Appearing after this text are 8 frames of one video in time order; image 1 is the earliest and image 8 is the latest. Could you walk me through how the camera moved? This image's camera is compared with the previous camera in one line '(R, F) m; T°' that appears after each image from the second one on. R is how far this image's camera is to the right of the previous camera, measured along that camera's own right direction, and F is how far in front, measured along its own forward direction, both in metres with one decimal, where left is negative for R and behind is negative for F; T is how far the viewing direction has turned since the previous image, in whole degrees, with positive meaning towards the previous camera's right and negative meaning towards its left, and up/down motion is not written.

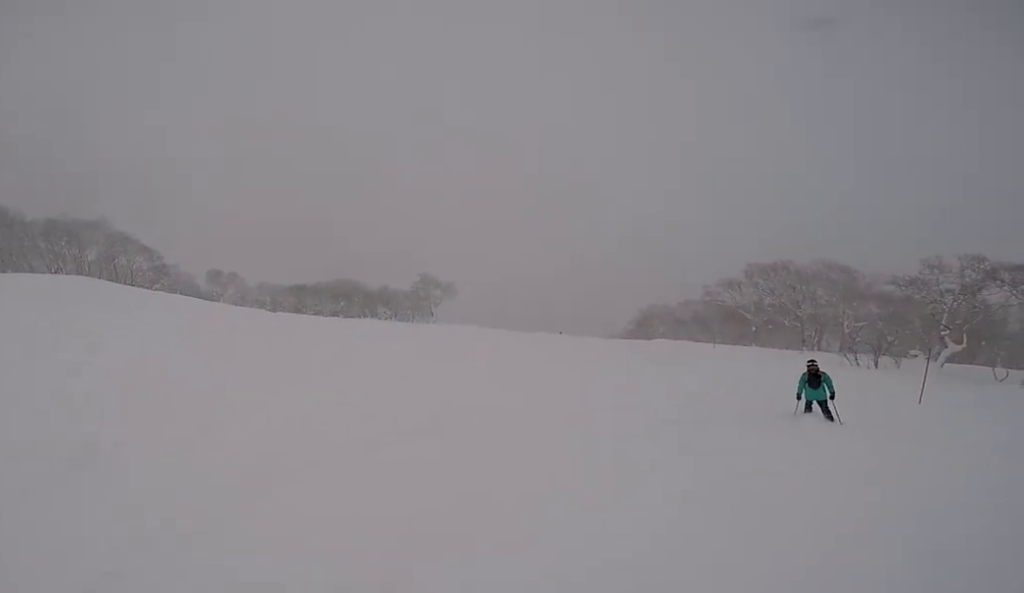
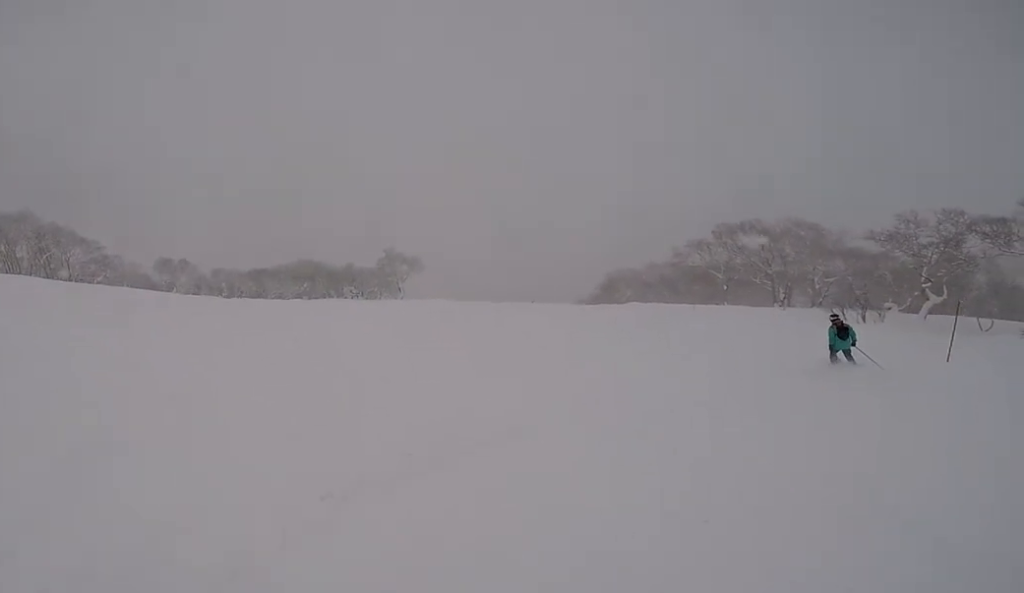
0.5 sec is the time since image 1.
(-0.6, +2.3) m; +7°
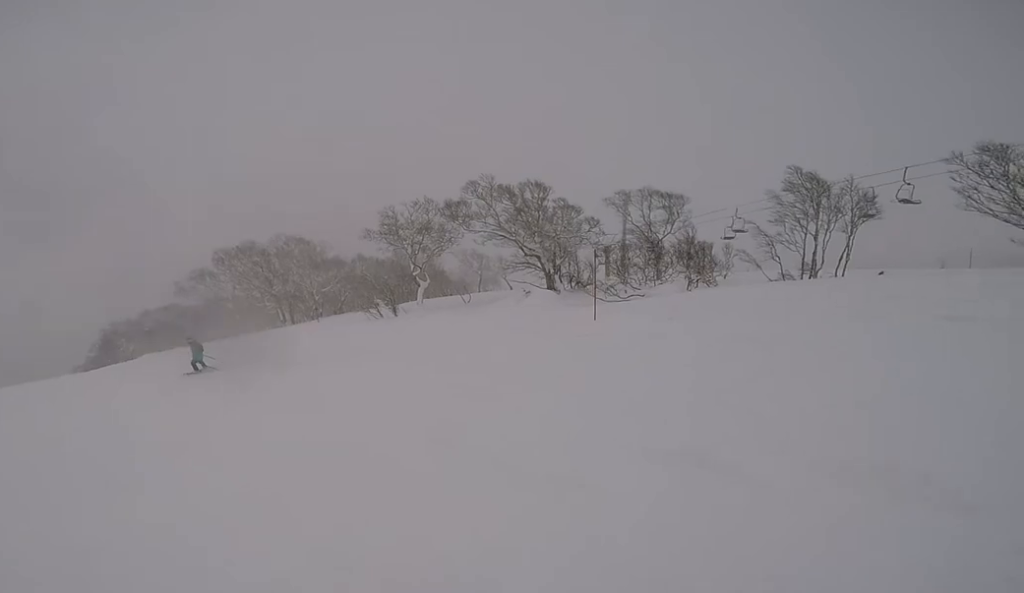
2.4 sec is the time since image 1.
(+1.5, +9.2) m; +12°
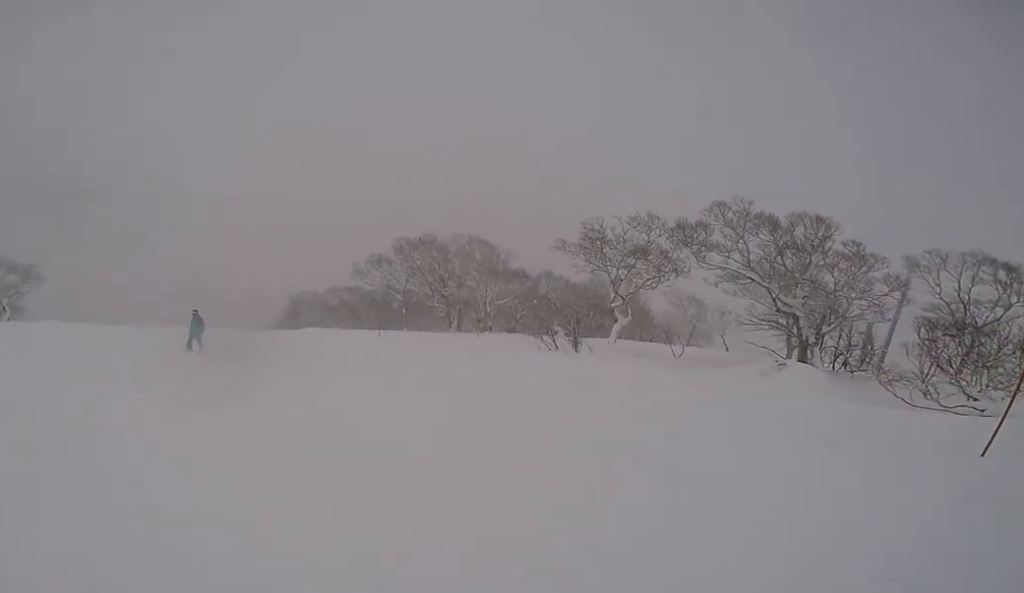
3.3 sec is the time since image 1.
(+0.8, +4.6) m; +1°
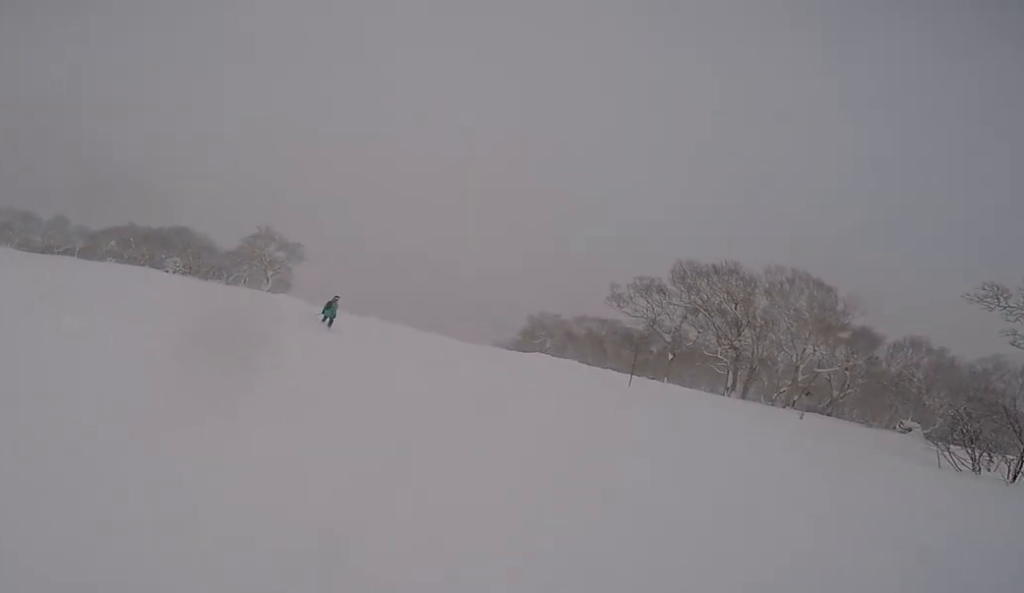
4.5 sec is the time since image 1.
(-0.8, +6.2) m; -24°
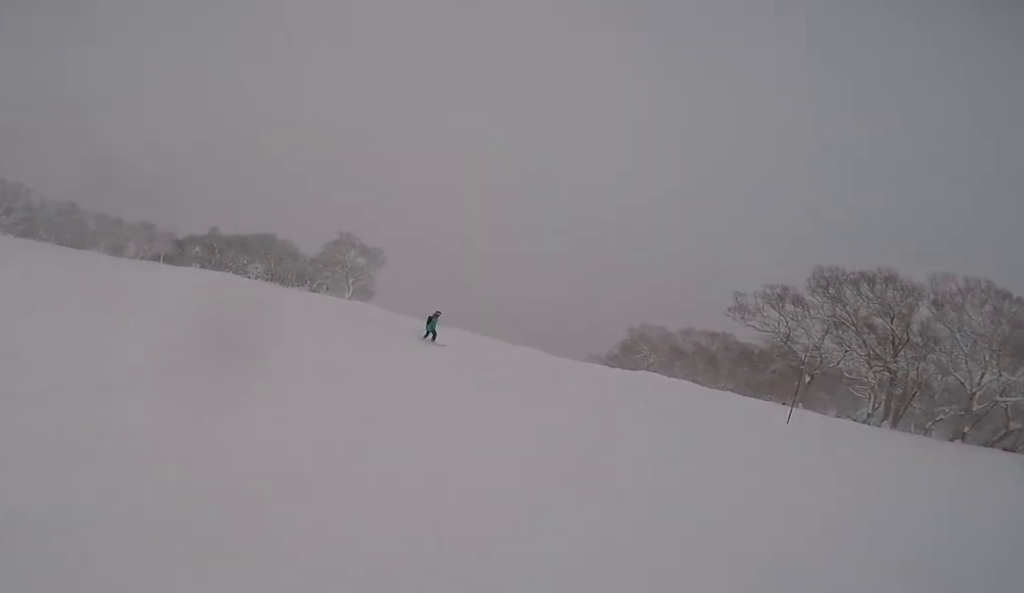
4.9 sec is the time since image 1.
(-0.4, +2.5) m; -10°
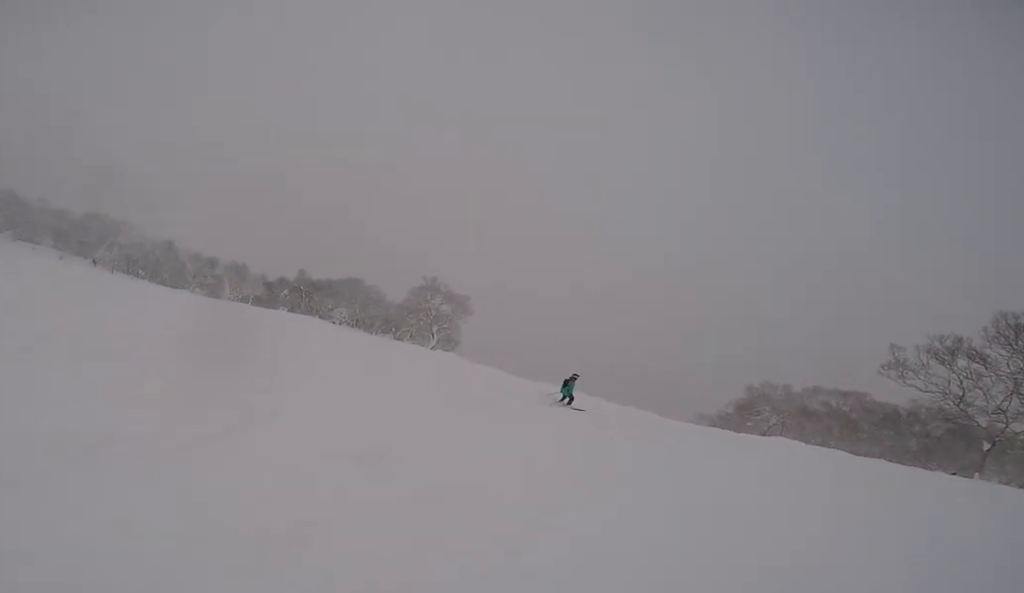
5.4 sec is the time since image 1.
(-0.2, +2.3) m; -9°
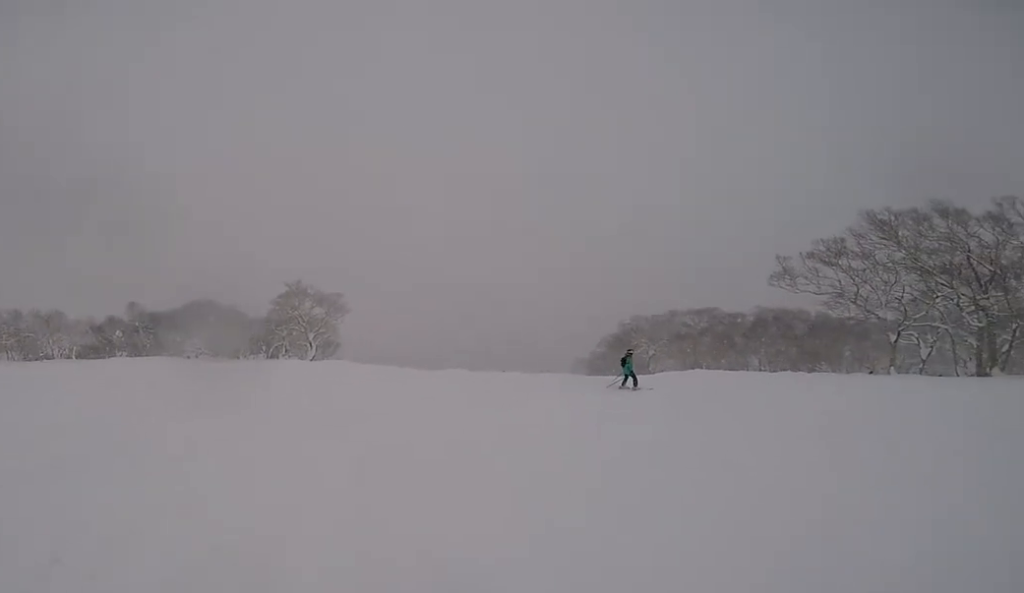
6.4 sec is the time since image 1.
(-0.9, +5.7) m; +19°
